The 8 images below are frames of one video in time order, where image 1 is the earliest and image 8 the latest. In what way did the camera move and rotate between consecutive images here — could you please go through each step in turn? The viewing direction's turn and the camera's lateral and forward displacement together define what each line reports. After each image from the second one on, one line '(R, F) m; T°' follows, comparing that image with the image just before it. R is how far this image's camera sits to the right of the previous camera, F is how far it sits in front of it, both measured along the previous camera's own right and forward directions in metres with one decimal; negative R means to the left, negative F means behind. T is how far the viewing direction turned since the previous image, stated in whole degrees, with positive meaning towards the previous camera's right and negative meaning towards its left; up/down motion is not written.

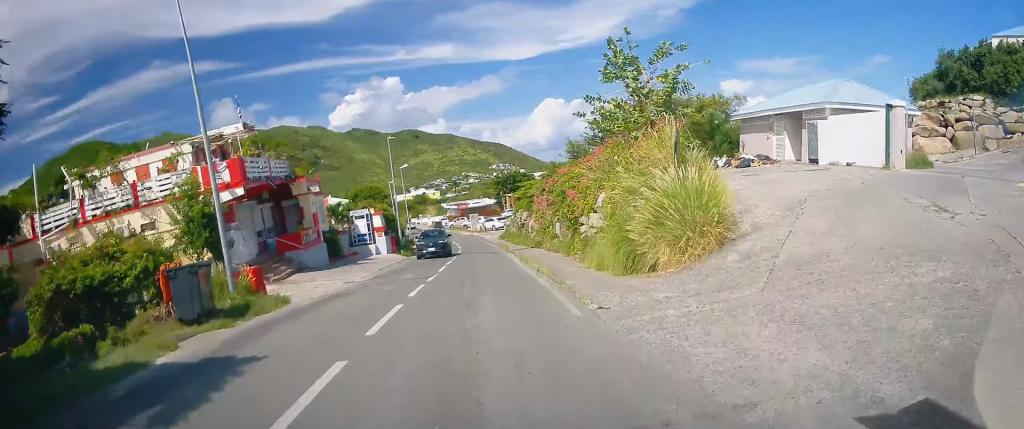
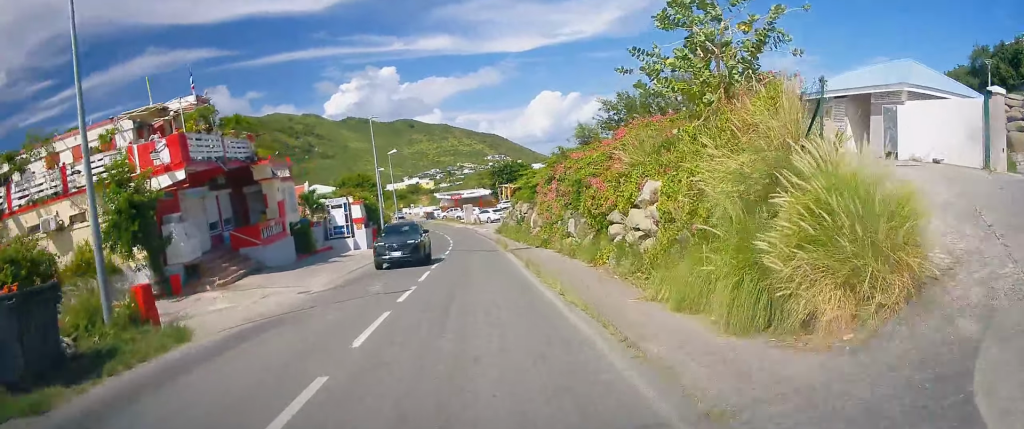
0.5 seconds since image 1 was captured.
(0.0, +4.9) m; +2°
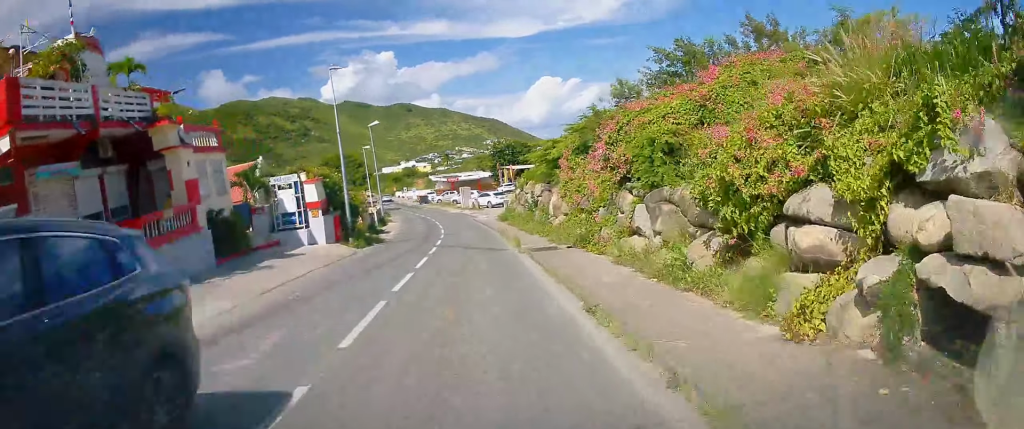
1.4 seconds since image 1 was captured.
(+0.4, +9.0) m; +3°
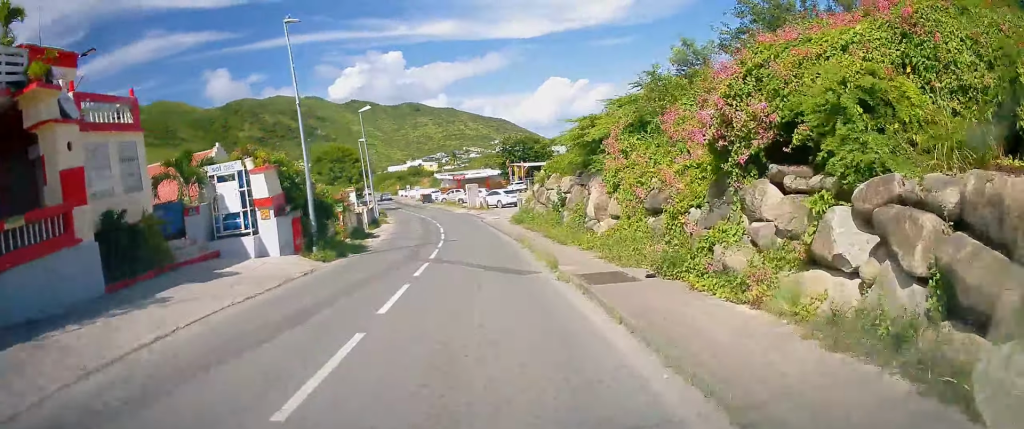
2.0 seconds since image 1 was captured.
(+0.1, +6.9) m; 0°
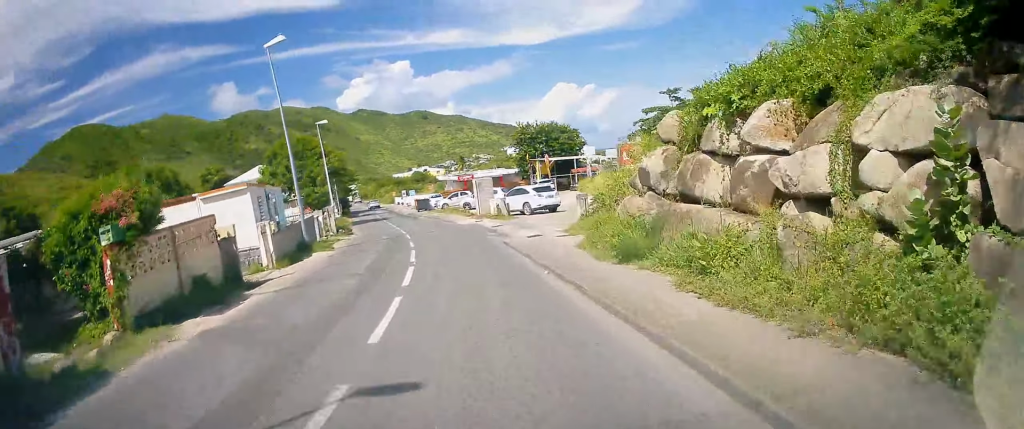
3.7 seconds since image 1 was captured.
(-1.0, +19.3) m; -4°
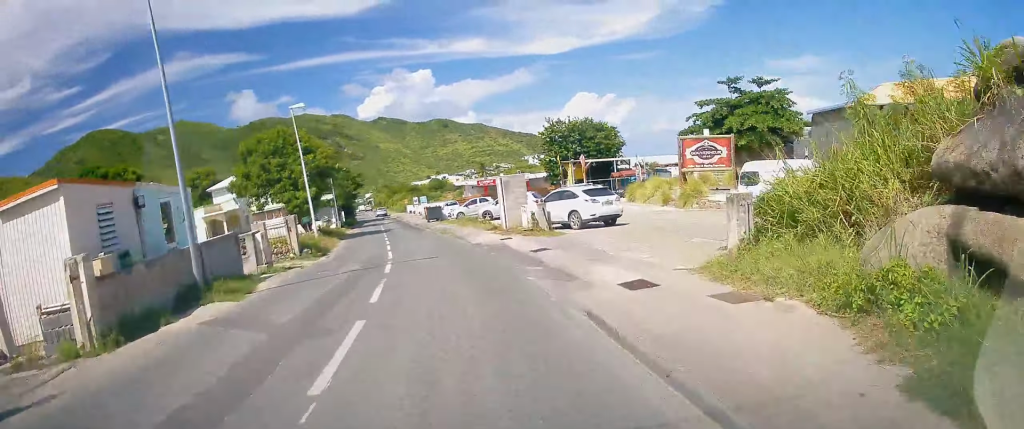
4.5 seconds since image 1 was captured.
(+0.4, +10.3) m; -1°
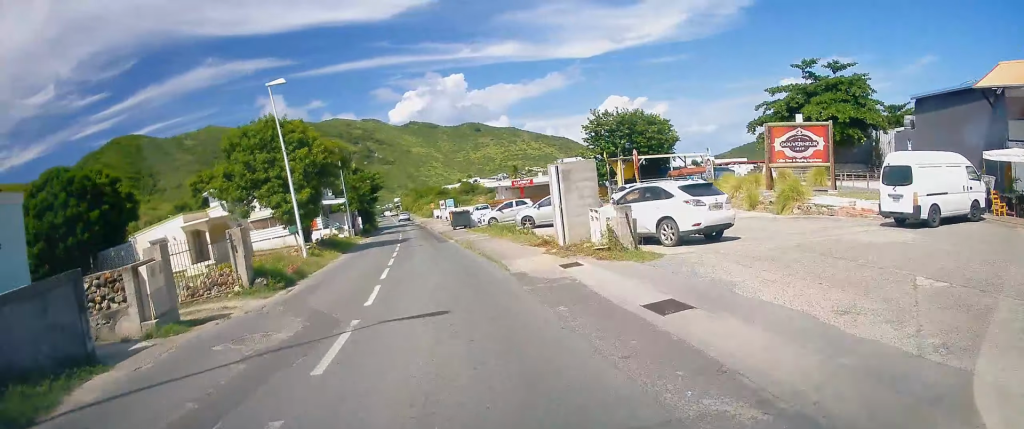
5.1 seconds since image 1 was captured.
(-0.3, +8.1) m; -3°
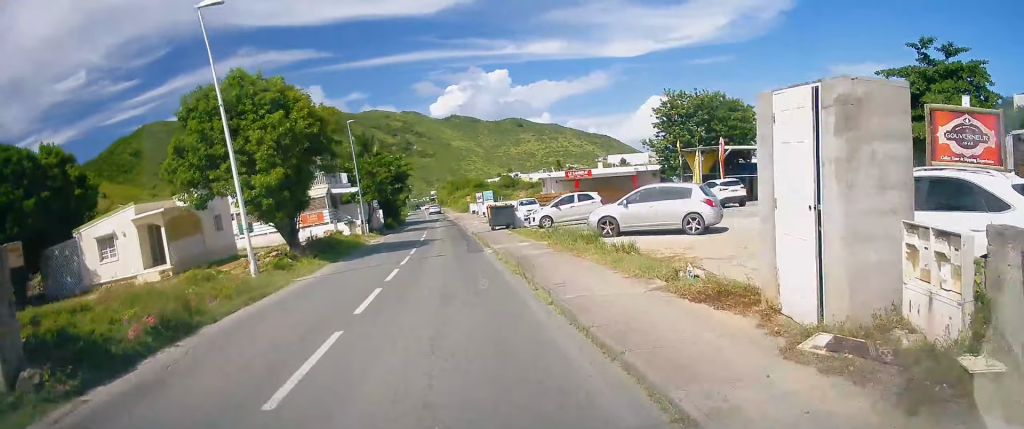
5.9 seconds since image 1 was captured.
(-0.4, +10.0) m; -4°
